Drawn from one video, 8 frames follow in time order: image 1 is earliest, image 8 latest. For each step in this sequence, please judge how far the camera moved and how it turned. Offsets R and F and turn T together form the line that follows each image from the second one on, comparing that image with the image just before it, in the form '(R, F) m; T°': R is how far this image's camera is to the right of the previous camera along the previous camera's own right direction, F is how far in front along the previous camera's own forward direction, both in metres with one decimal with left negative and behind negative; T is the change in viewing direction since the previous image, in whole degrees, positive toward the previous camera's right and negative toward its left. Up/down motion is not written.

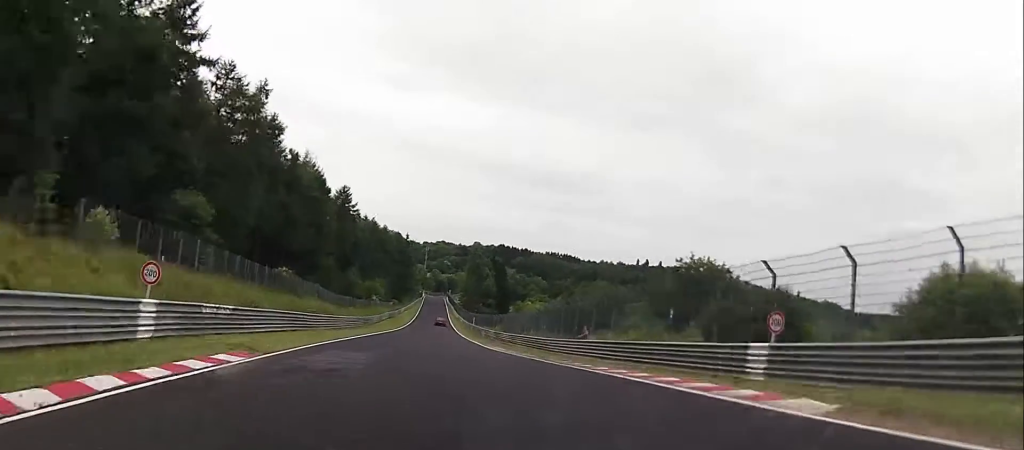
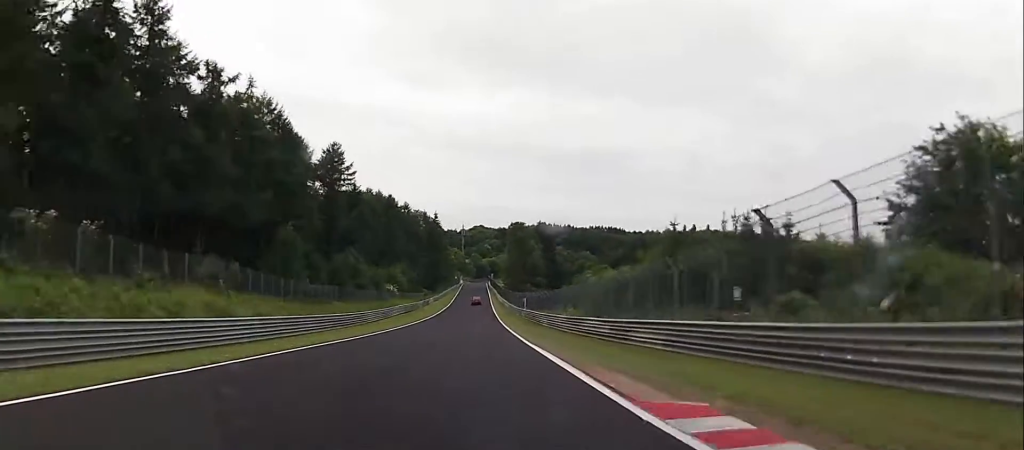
(-2.3, +34.7) m; -3°
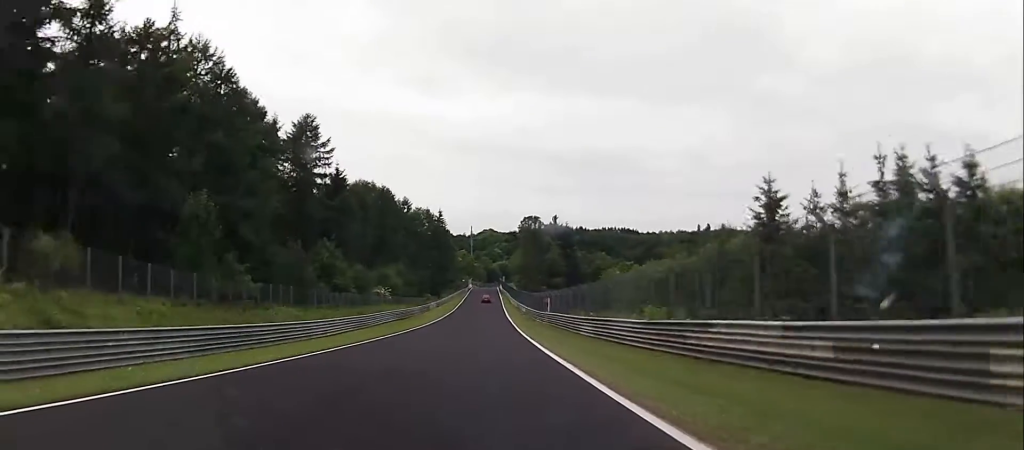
(+0.1, +20.2) m; 0°
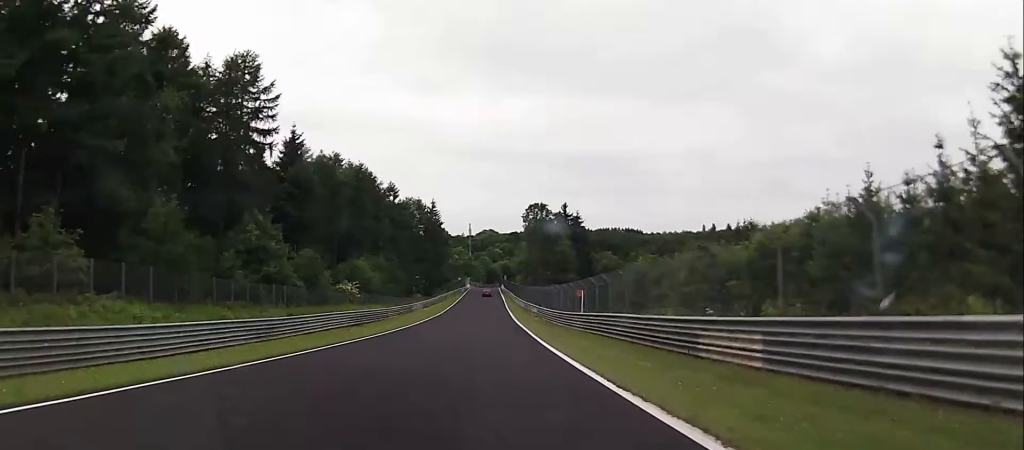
(+0.1, +22.0) m; 0°
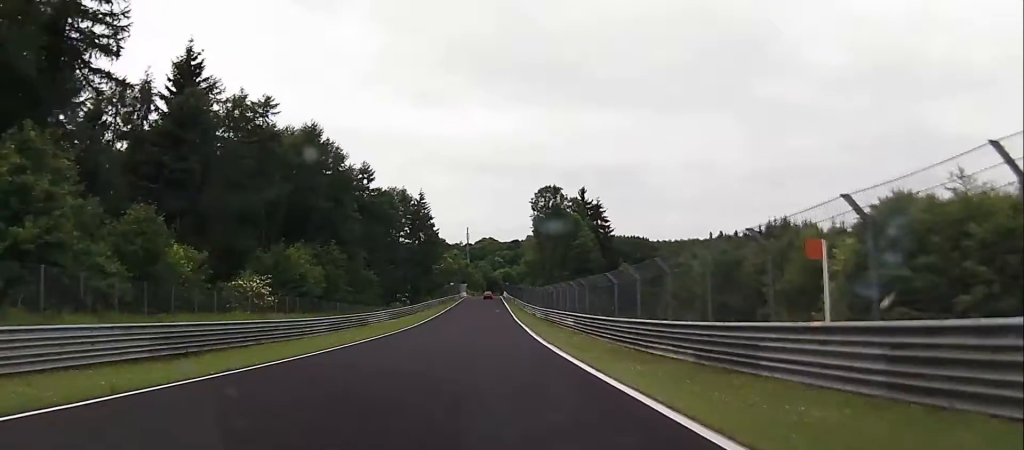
(+0.1, +29.0) m; -1°
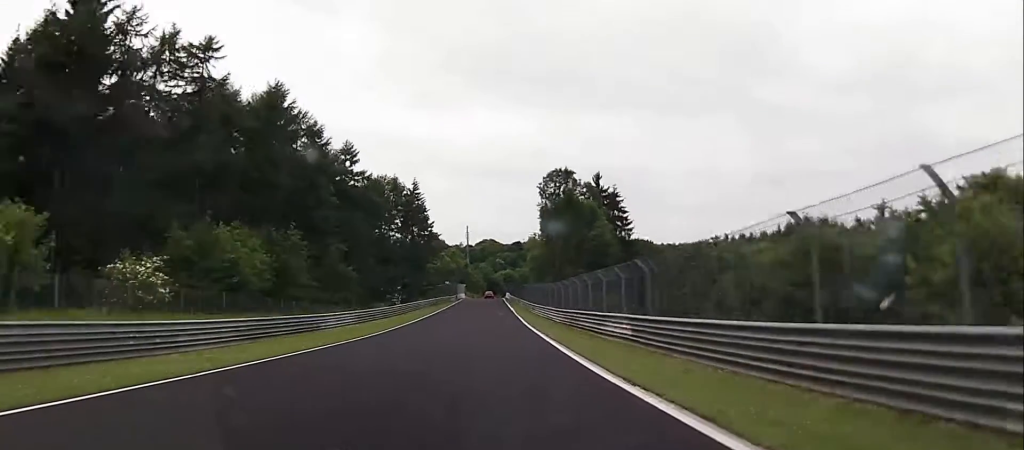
(-0.3, +14.9) m; -1°
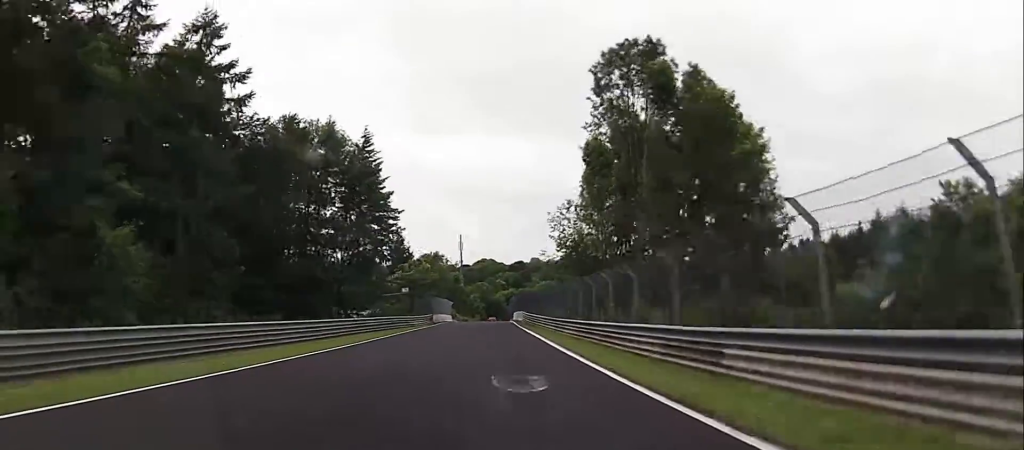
(-0.8, +50.8) m; -1°
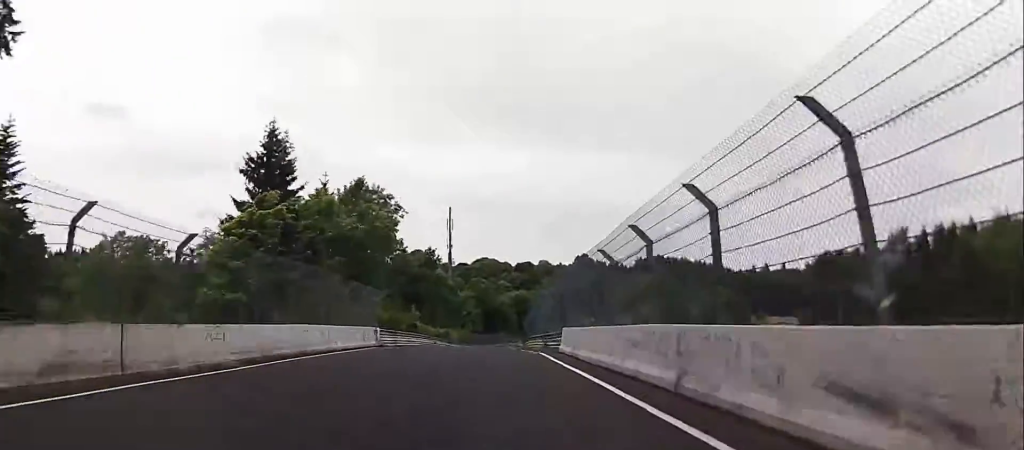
(+0.6, +66.2) m; +1°
